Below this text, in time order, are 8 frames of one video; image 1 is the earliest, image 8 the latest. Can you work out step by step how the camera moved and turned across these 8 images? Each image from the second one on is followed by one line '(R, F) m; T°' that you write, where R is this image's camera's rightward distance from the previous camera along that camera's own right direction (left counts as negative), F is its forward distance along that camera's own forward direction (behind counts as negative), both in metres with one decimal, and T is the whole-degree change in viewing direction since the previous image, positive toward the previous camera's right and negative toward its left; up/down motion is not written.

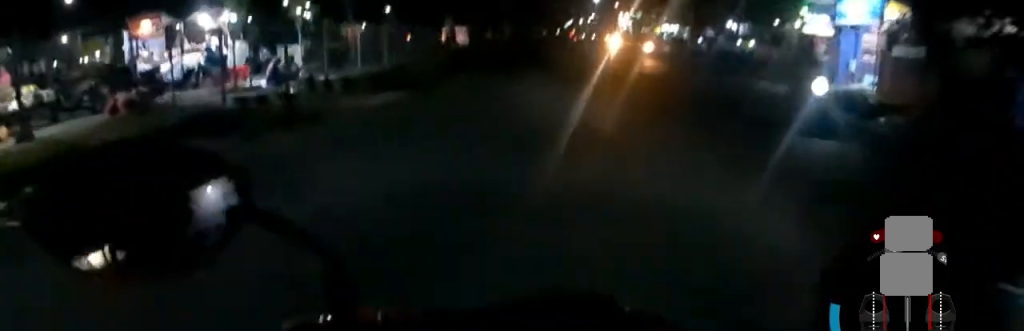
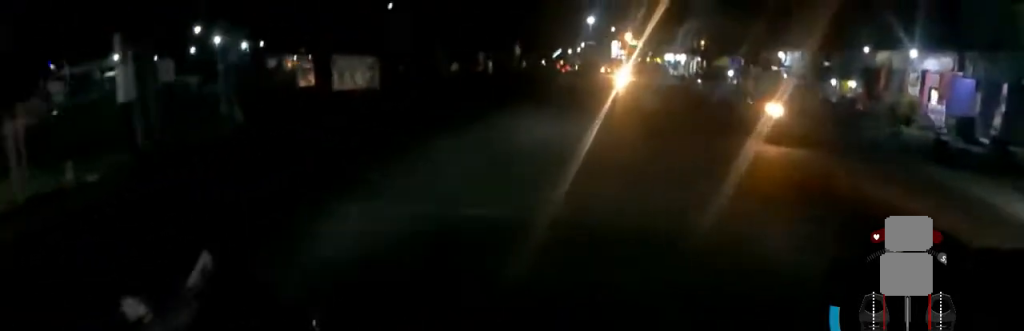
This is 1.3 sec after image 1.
(-1.1, +14.7) m; -3°
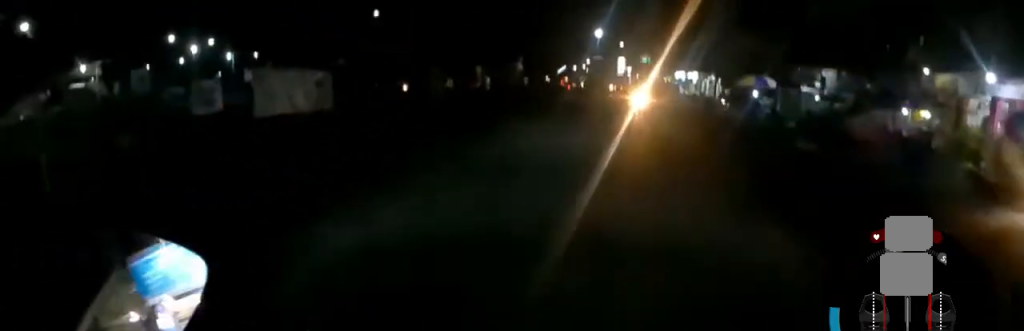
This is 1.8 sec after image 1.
(+0.2, +4.7) m; 0°
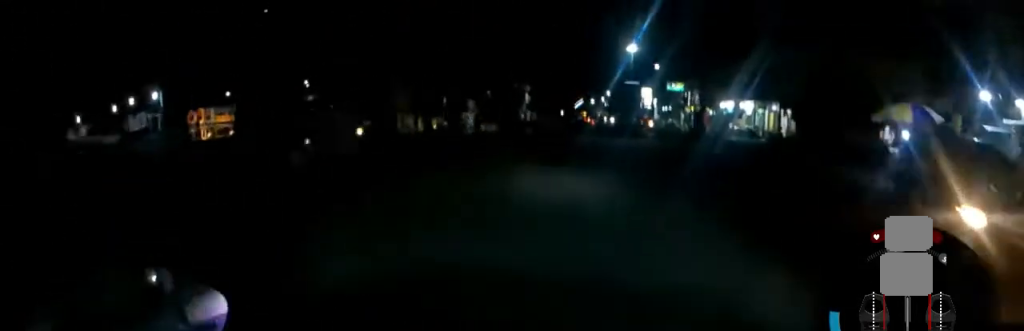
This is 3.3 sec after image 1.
(-0.1, +15.6) m; +1°
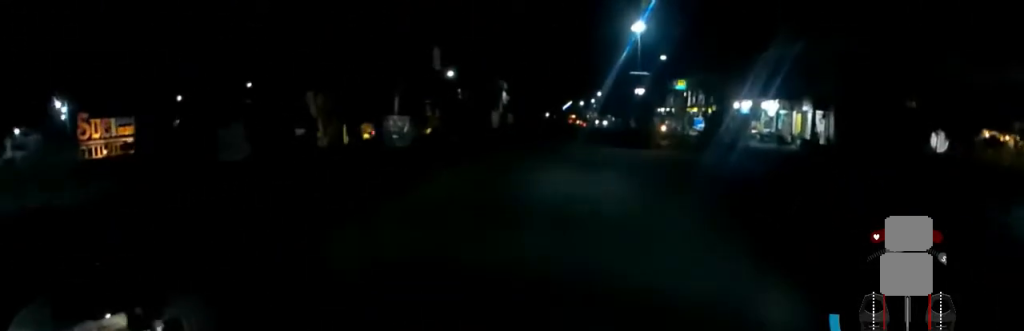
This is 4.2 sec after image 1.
(+0.8, +9.3) m; 0°
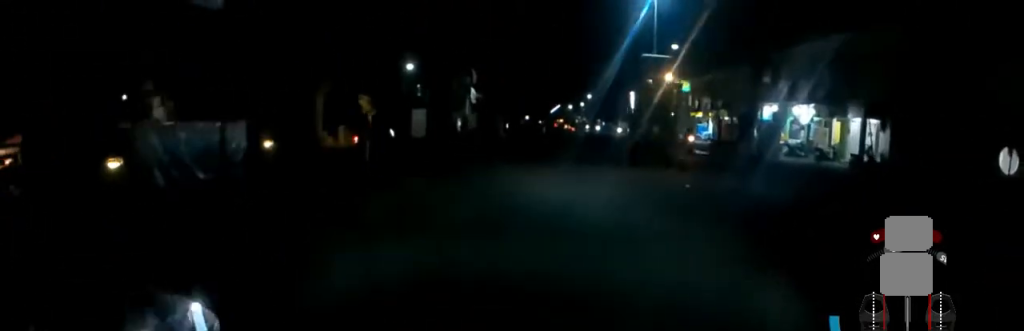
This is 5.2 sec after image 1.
(-0.7, +9.1) m; 0°
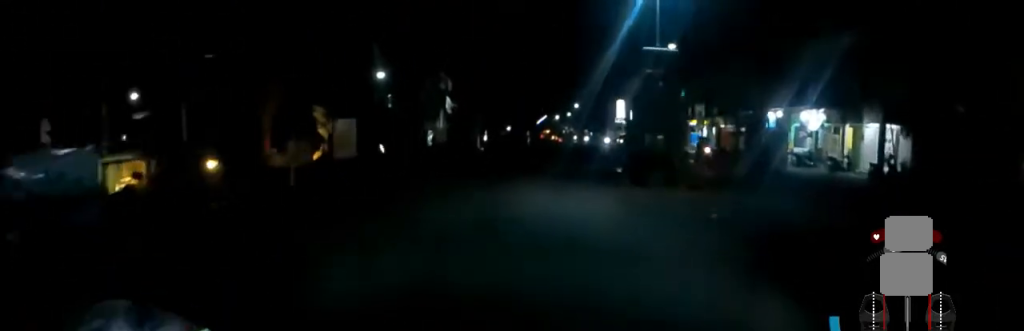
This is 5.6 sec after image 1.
(-0.2, +3.7) m; +1°
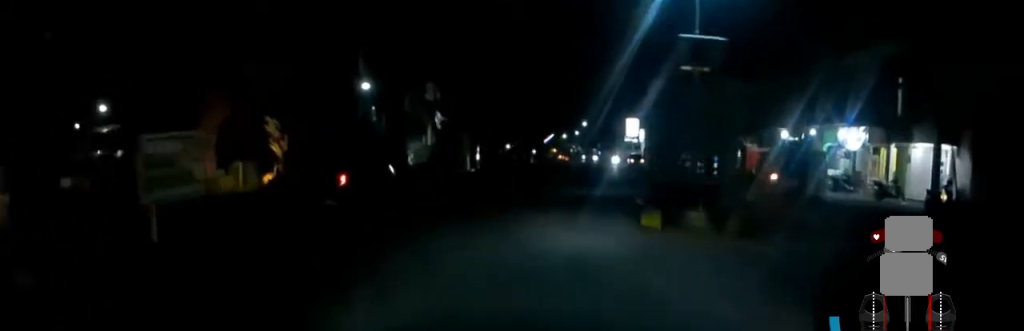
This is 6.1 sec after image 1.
(+0.6, +4.6) m; +4°
